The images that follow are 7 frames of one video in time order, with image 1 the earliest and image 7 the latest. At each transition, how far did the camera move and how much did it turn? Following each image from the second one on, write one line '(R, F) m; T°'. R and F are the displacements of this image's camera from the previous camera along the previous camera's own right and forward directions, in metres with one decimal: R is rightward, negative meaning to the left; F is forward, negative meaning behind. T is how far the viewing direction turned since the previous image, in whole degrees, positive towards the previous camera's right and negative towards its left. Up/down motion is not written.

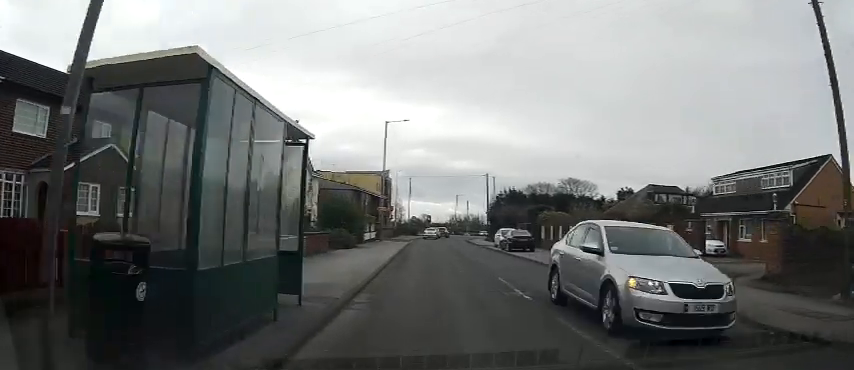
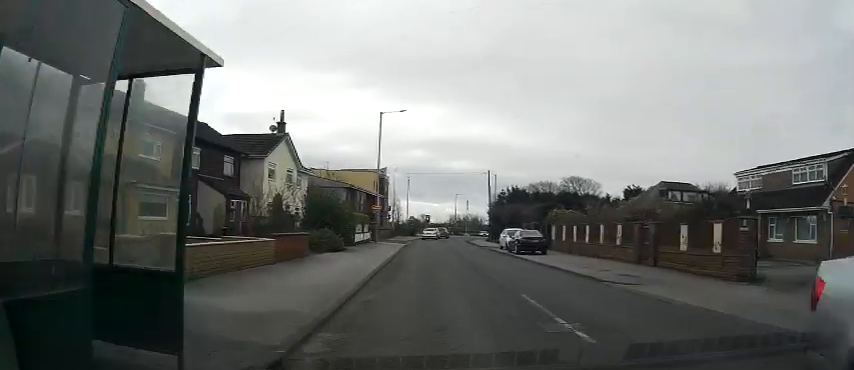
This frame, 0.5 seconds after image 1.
(0.0, +3.8) m; 0°
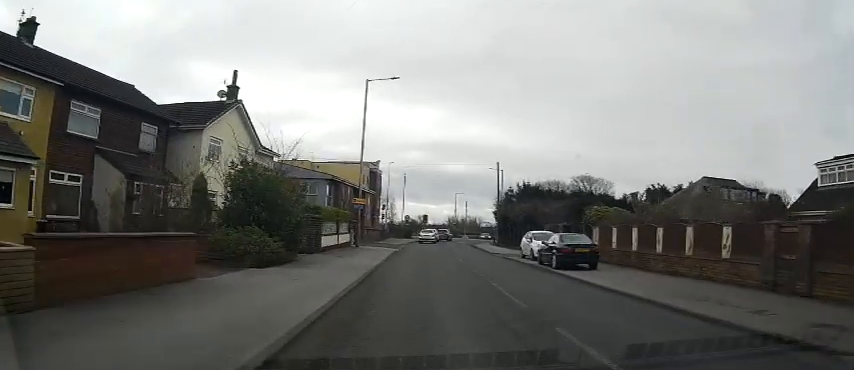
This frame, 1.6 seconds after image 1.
(0.0, +9.5) m; 0°
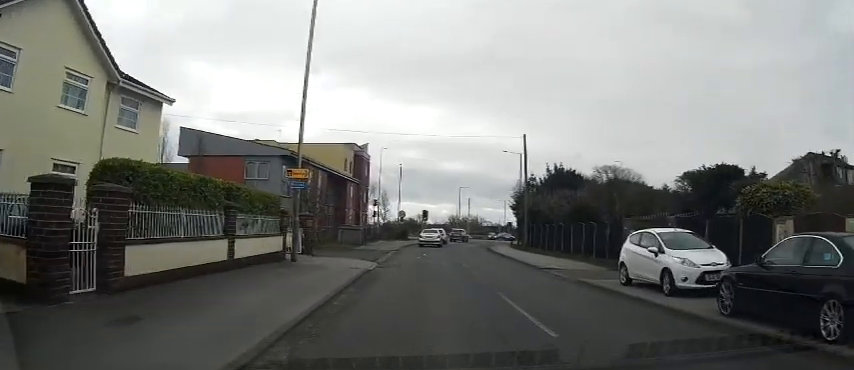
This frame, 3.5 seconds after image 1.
(+0.1, +15.2) m; 0°
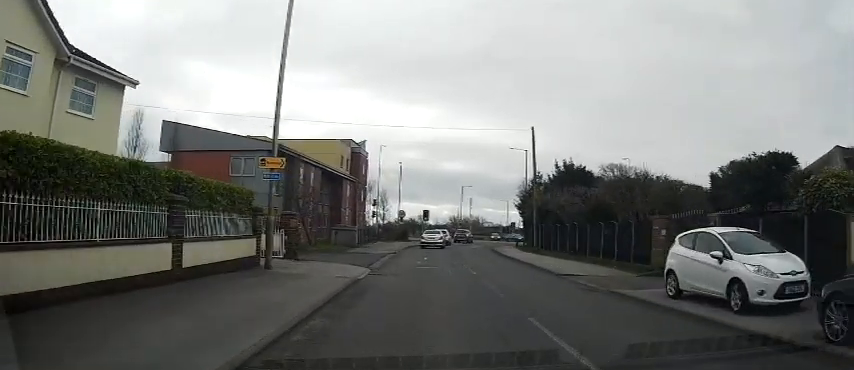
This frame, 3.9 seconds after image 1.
(0.0, +2.9) m; 0°
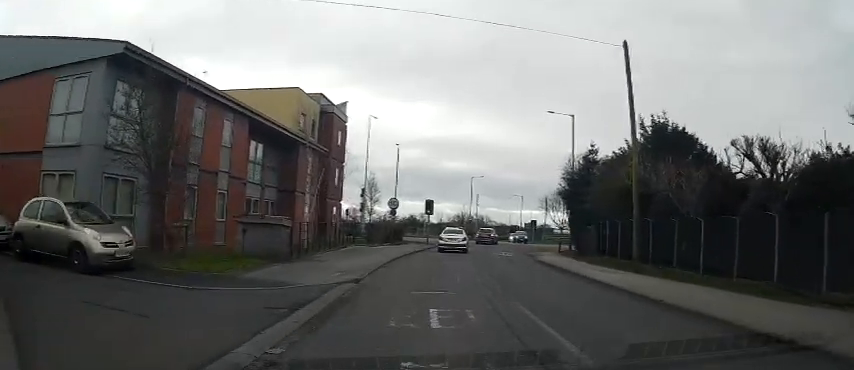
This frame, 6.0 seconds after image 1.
(-0.2, +17.1) m; -1°
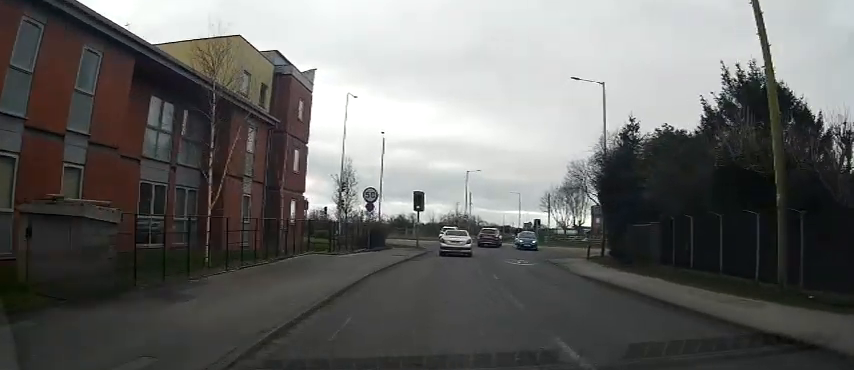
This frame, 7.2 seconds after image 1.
(-0.1, +9.3) m; 0°
